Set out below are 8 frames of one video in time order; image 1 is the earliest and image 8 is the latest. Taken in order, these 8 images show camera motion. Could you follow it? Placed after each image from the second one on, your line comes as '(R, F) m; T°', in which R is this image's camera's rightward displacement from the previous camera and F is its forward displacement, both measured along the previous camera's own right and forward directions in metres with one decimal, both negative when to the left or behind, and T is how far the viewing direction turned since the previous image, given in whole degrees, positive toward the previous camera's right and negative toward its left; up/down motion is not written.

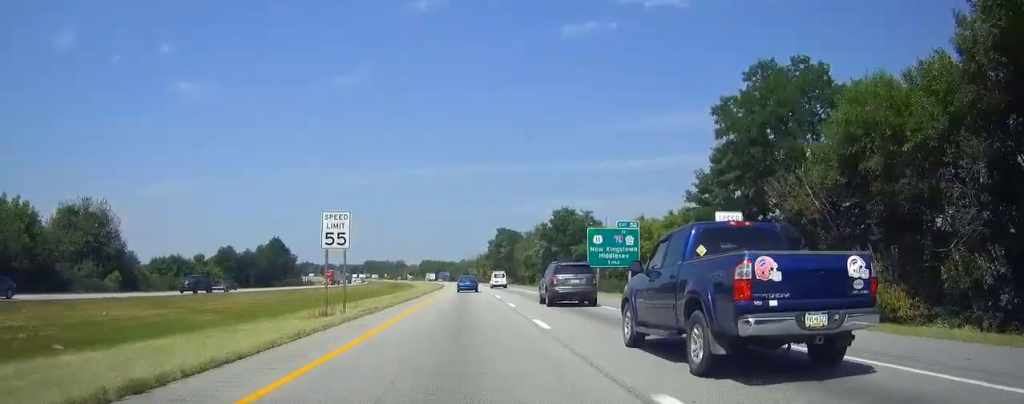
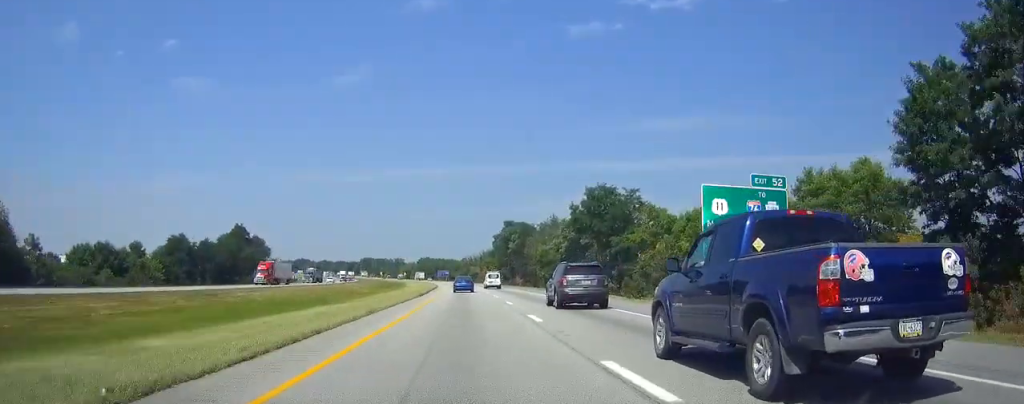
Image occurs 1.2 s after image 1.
(0.0, +34.0) m; 0°
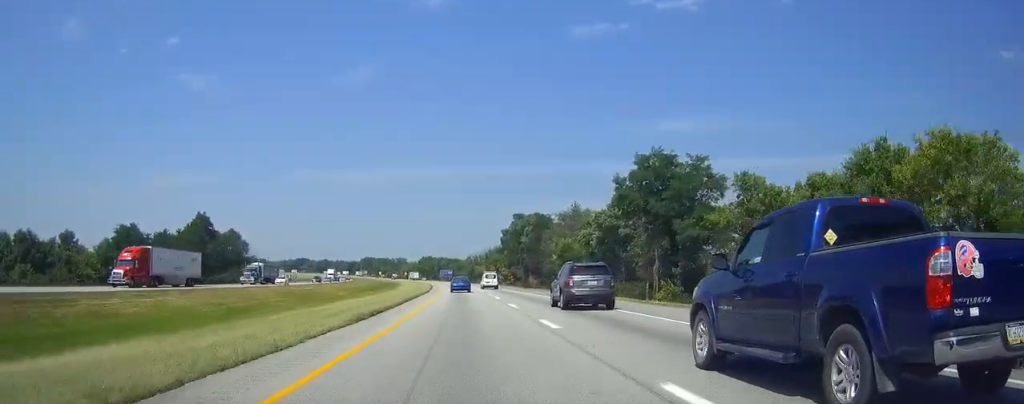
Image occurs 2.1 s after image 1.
(-0.1, +26.9) m; 0°
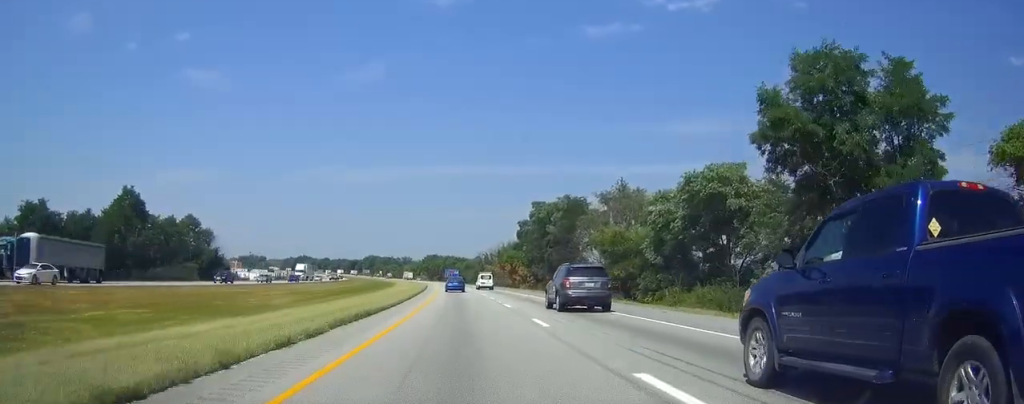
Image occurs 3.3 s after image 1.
(+0.1, +35.3) m; 0°
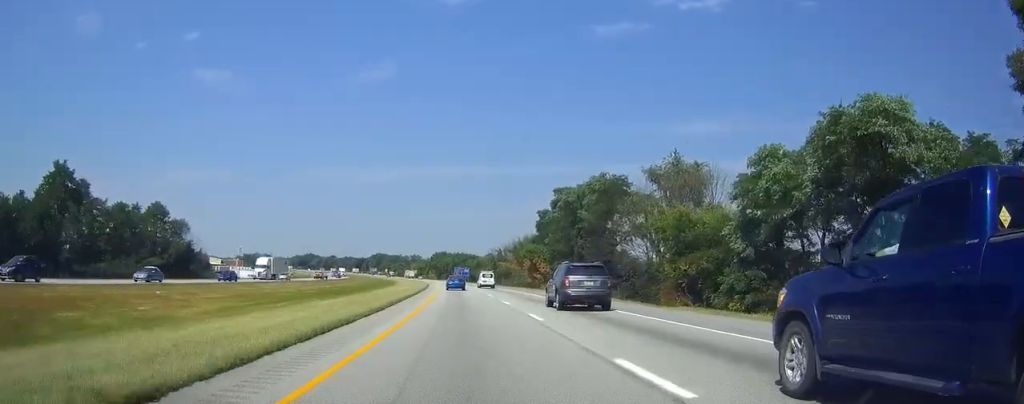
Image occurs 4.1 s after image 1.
(-0.2, +22.8) m; -1°
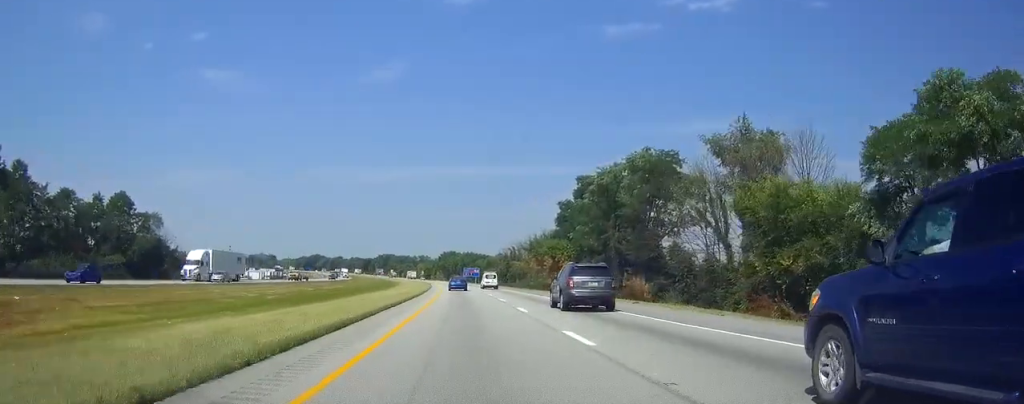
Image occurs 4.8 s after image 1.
(-0.1, +19.0) m; -1°
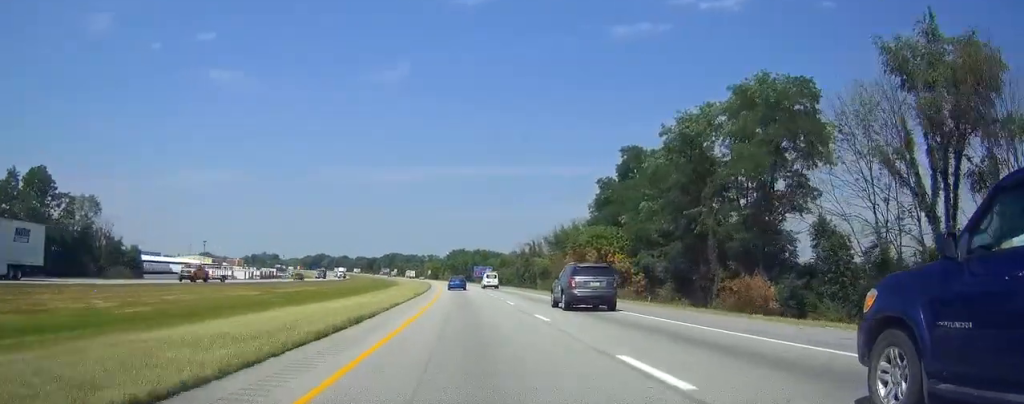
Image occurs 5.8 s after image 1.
(-0.1, +29.3) m; -1°
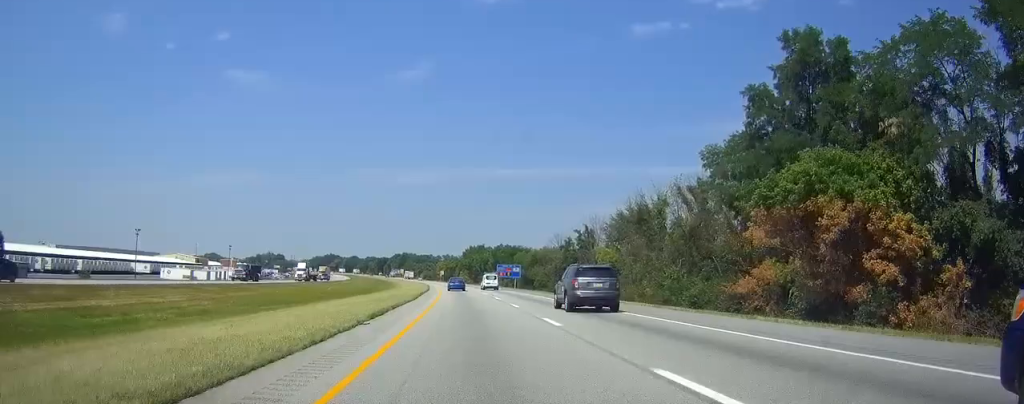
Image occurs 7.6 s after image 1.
(-1.1, +49.4) m; -2°
